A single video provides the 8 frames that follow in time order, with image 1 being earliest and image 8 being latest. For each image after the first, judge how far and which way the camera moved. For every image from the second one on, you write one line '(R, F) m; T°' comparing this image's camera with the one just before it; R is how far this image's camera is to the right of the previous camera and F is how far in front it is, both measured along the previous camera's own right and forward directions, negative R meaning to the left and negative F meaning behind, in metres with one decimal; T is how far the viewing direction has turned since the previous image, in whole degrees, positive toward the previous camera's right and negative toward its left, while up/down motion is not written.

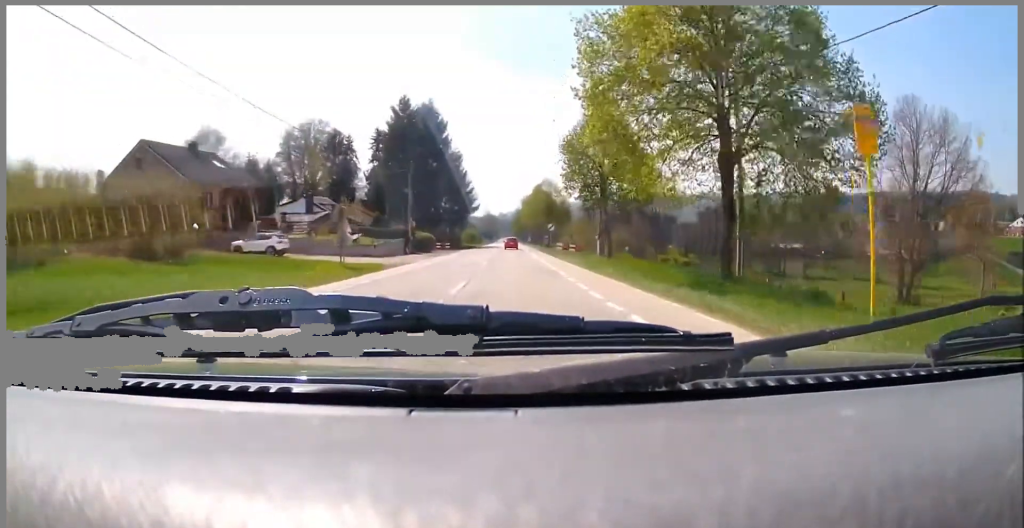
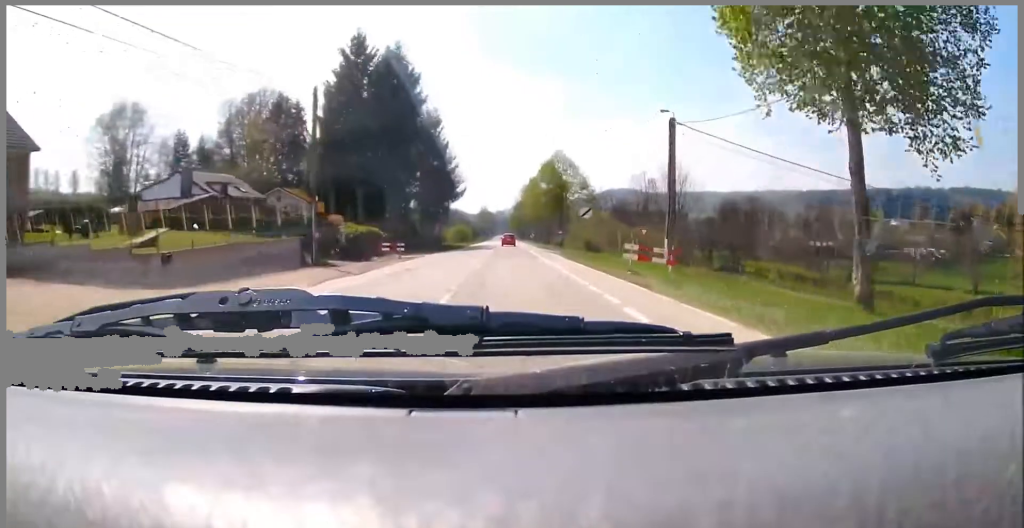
(+0.2, +28.7) m; 0°
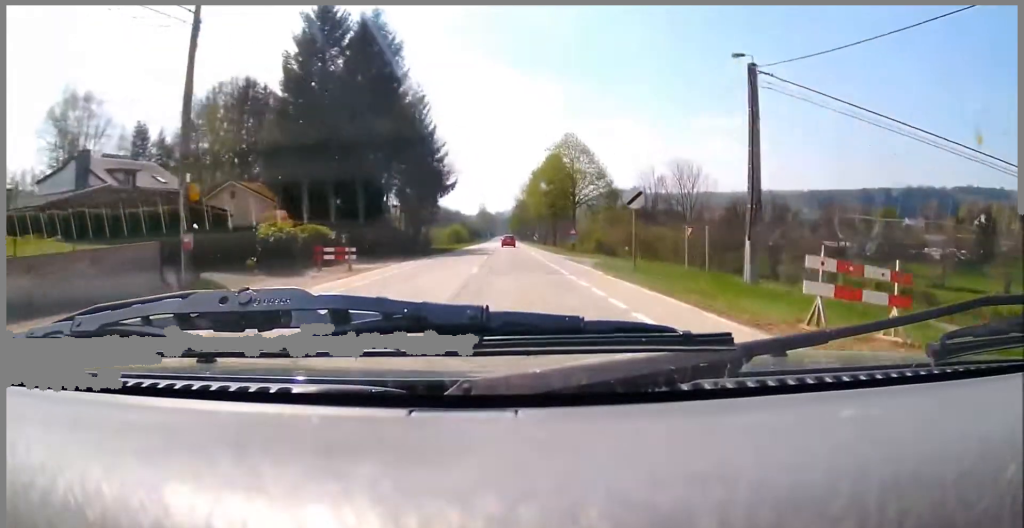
(0.0, +12.8) m; 0°
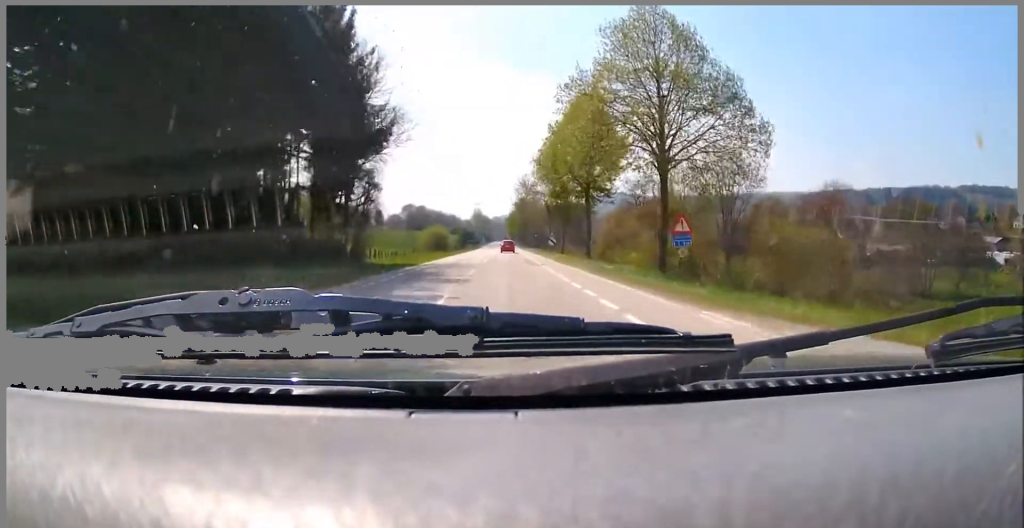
(+1.2, +33.7) m; +2°
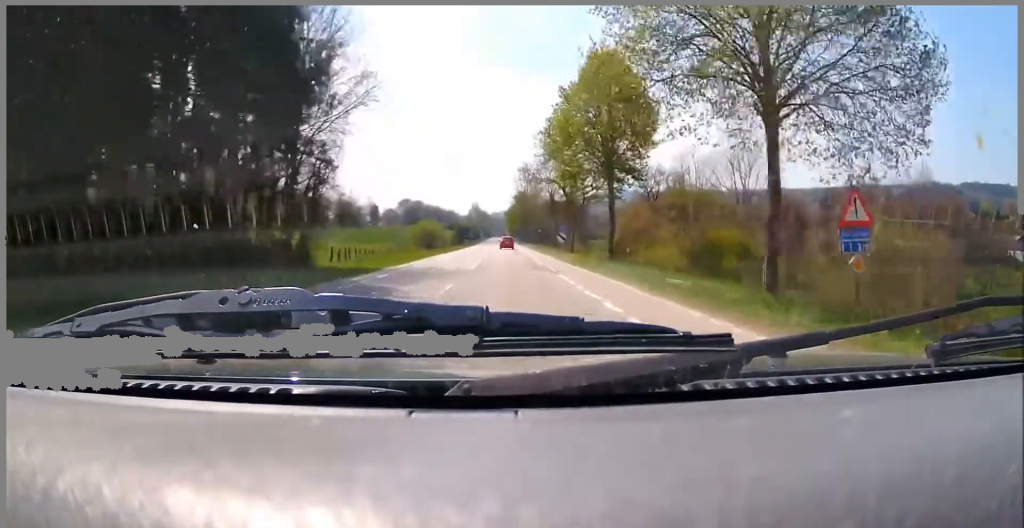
(-0.1, +10.5) m; 0°
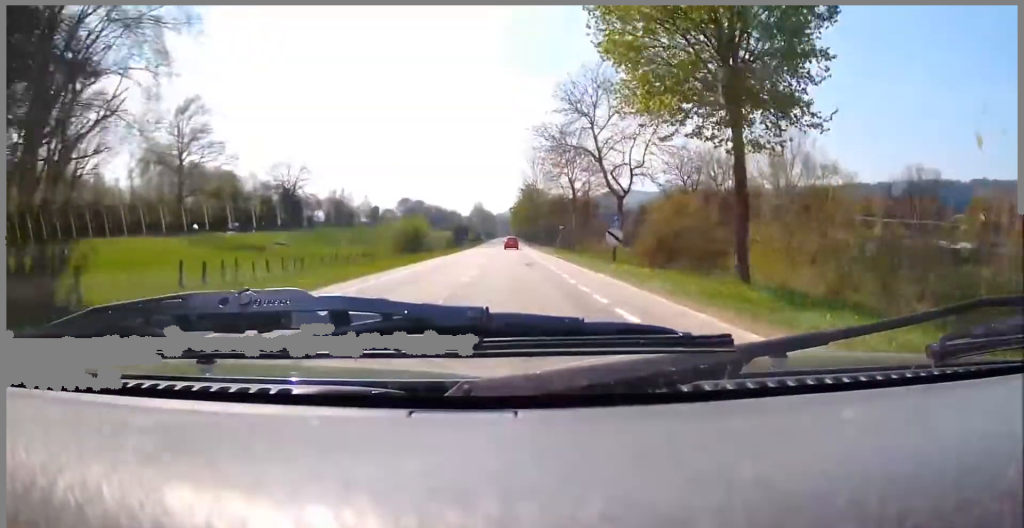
(-0.5, +18.9) m; 0°
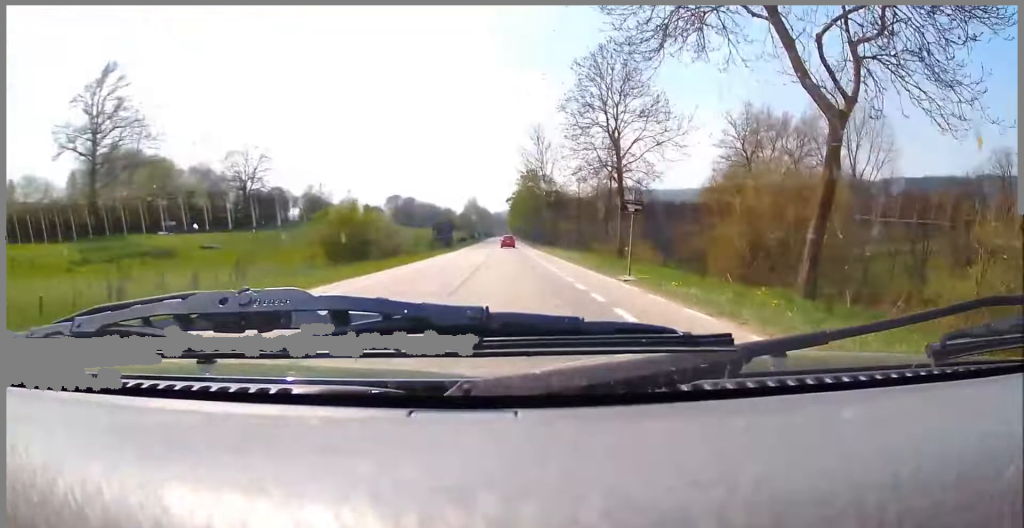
(+0.6, +23.7) m; +2°
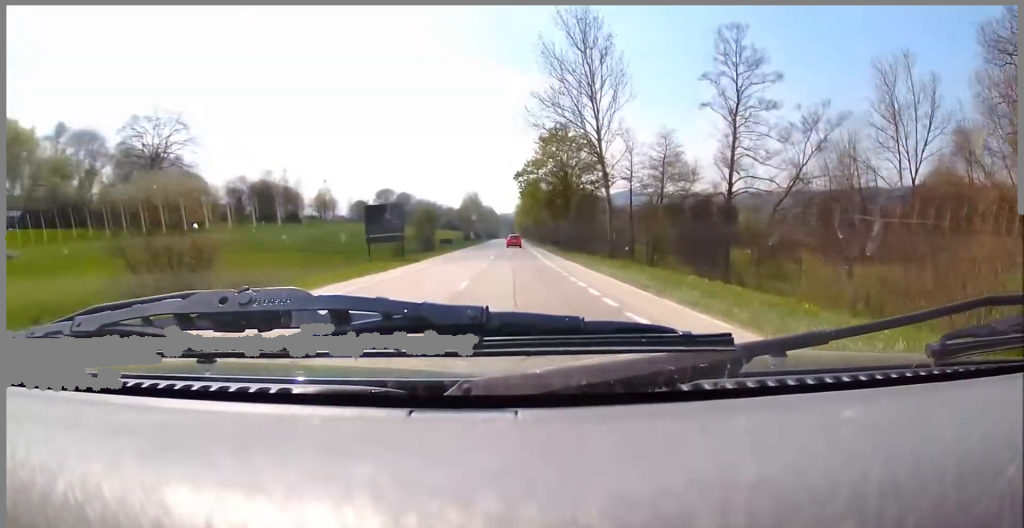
(+0.2, +37.8) m; -1°
